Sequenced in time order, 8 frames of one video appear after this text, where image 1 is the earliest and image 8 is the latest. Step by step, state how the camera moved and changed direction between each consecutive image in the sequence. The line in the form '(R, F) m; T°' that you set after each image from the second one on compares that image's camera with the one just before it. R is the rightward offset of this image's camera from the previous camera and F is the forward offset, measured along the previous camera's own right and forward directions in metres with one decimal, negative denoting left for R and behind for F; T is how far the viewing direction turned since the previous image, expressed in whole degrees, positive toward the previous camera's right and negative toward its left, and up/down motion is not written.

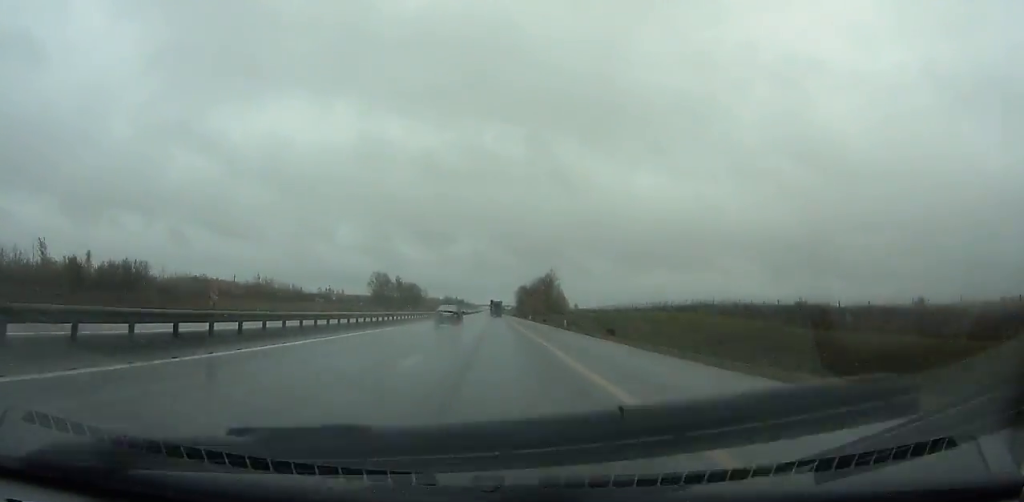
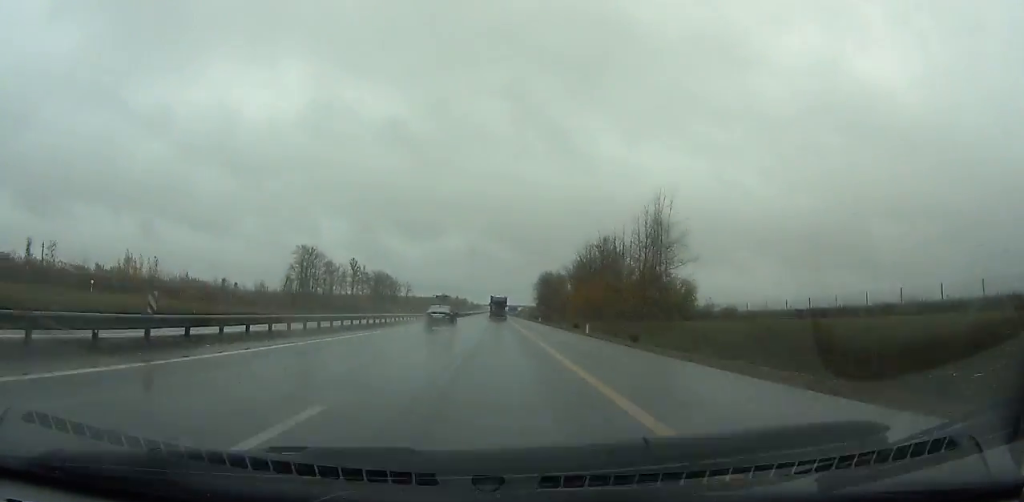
(-0.2, +163.0) m; 0°
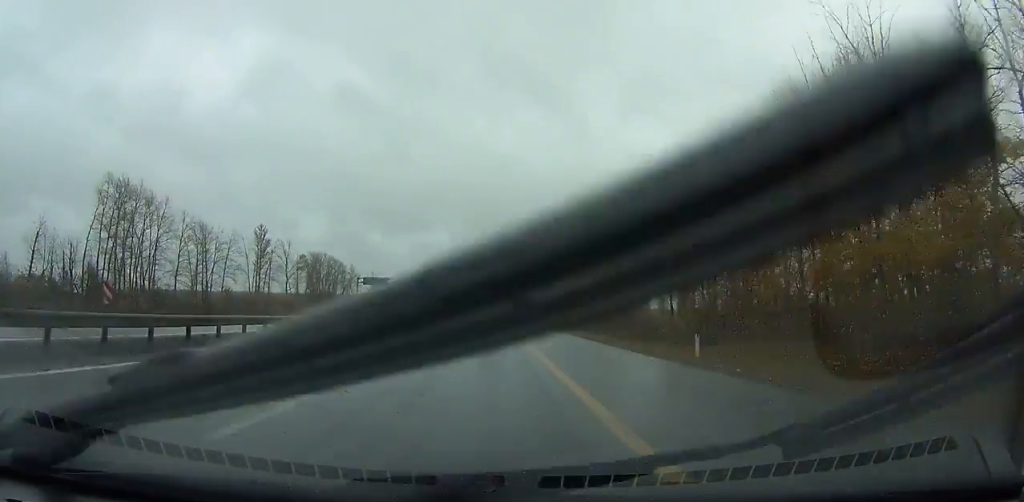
(-0.6, +118.1) m; -1°
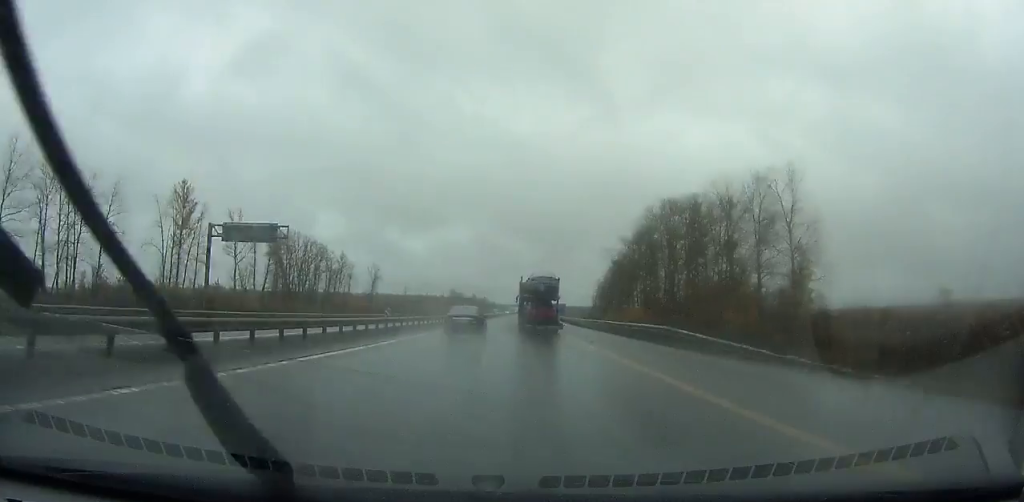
(-0.6, +64.6) m; 0°
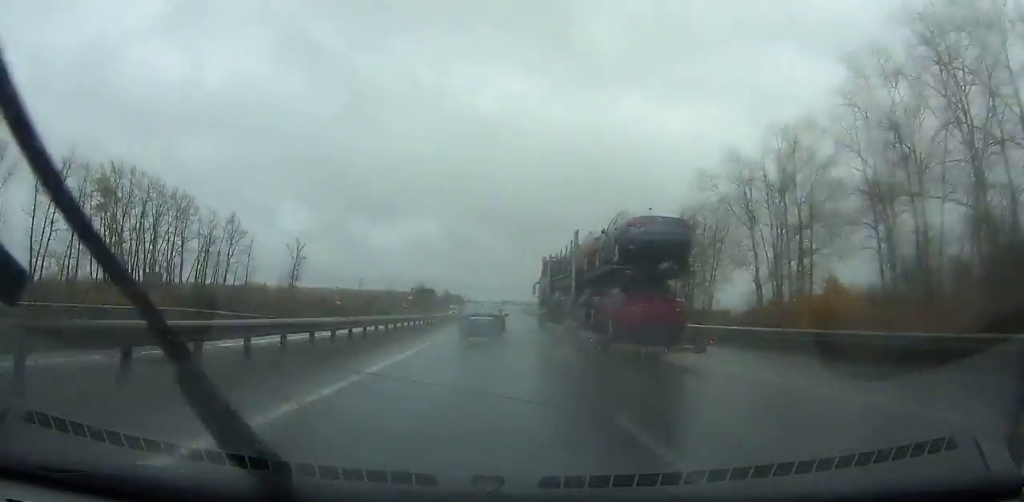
(-0.5, +78.7) m; 0°
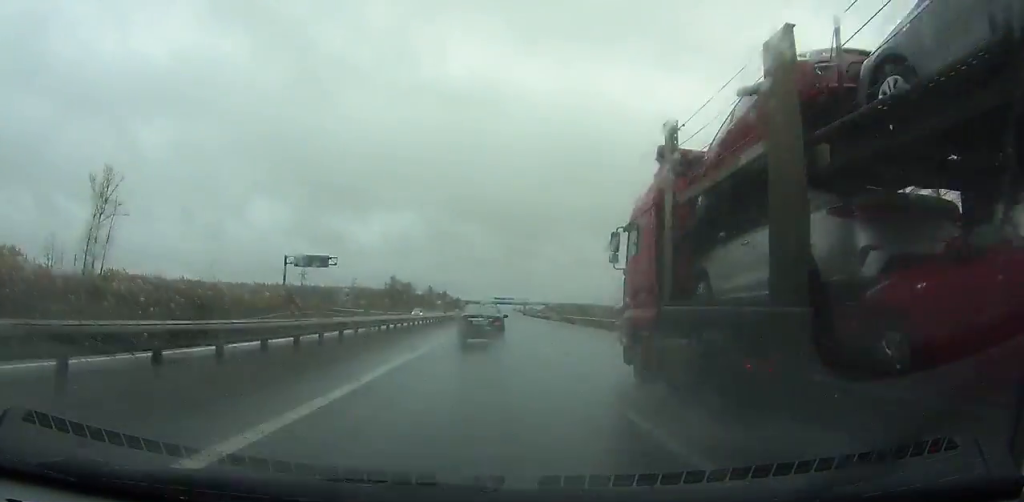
(+1.4, +97.5) m; +1°
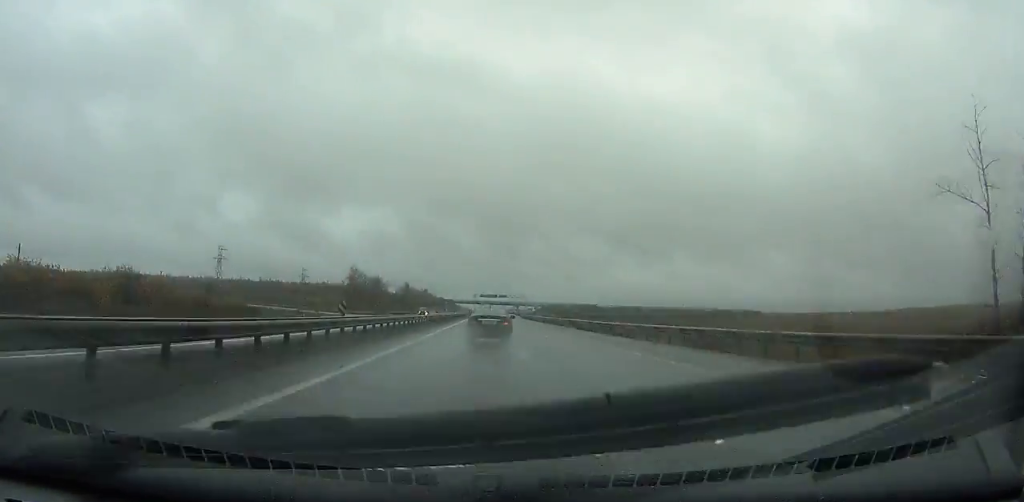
(+0.5, +73.5) m; 0°
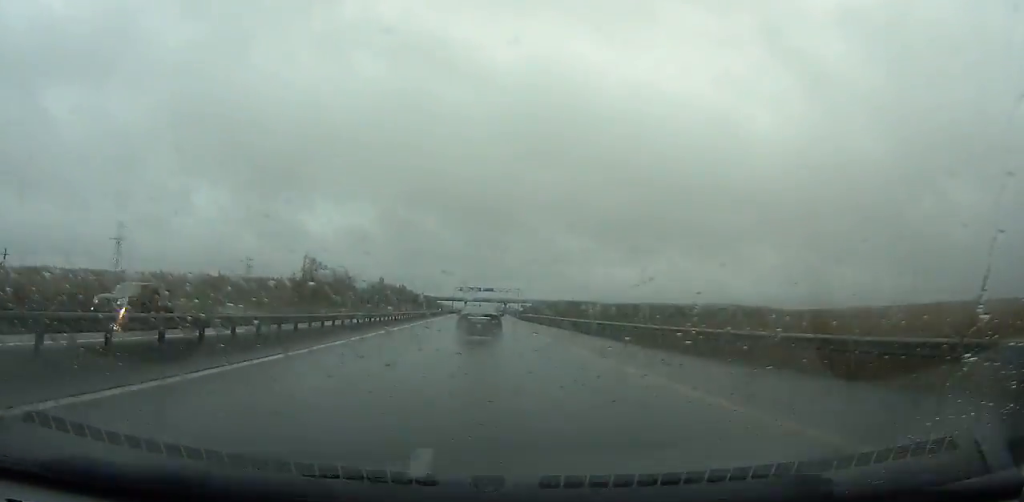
(-0.1, +47.5) m; 0°
